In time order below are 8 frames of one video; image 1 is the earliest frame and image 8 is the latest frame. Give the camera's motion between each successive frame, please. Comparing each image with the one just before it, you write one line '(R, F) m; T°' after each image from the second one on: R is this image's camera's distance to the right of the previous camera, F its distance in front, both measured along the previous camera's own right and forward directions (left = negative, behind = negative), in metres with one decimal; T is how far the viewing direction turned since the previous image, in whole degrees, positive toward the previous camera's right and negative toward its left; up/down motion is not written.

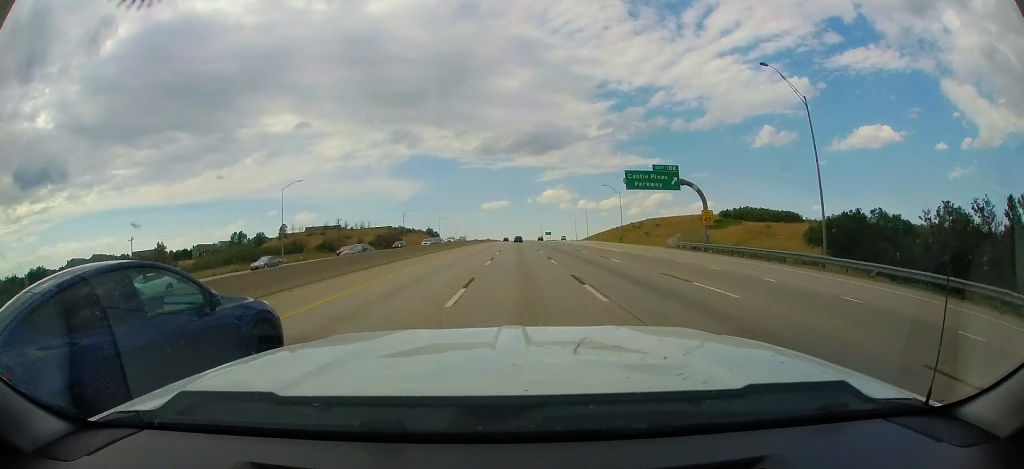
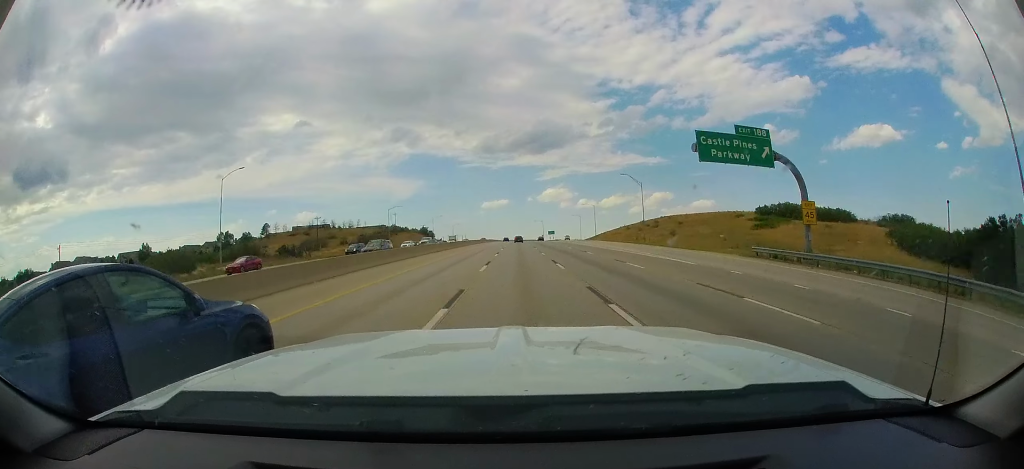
(0.0, +15.7) m; 0°
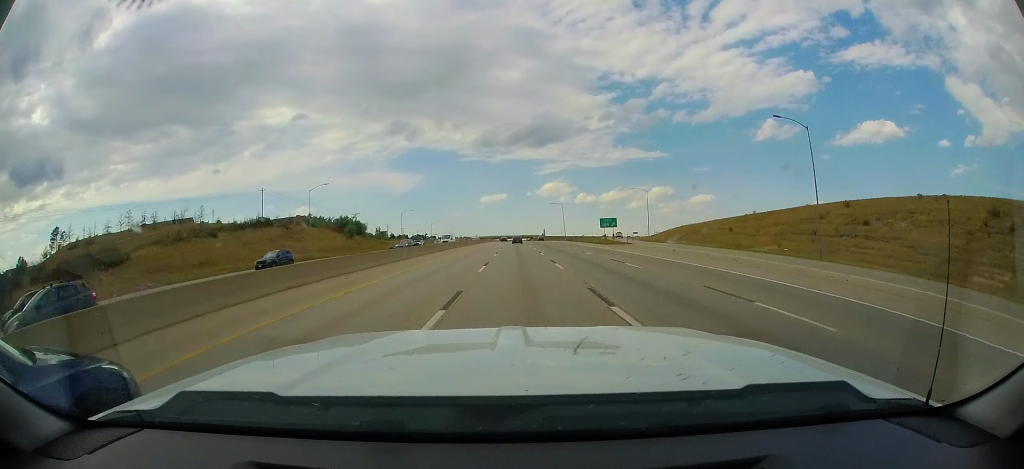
(+1.4, +109.4) m; +1°
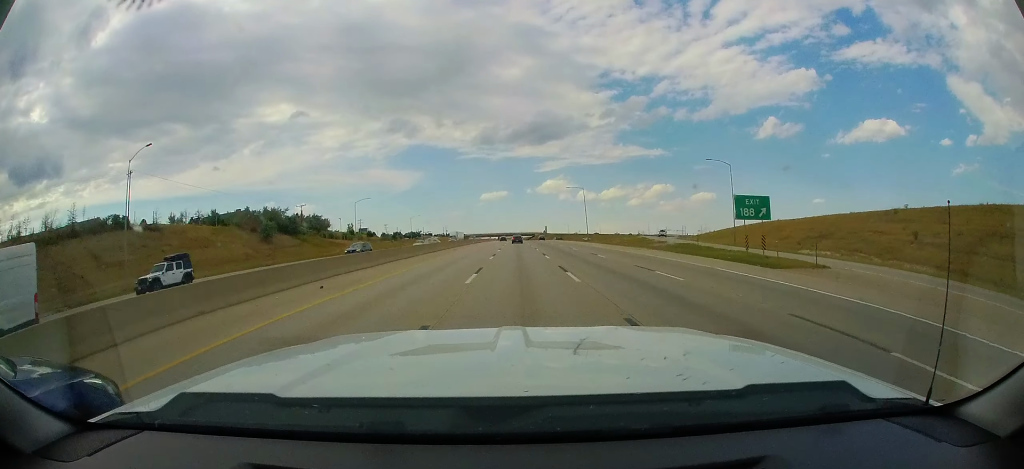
(-0.2, +41.3) m; -1°
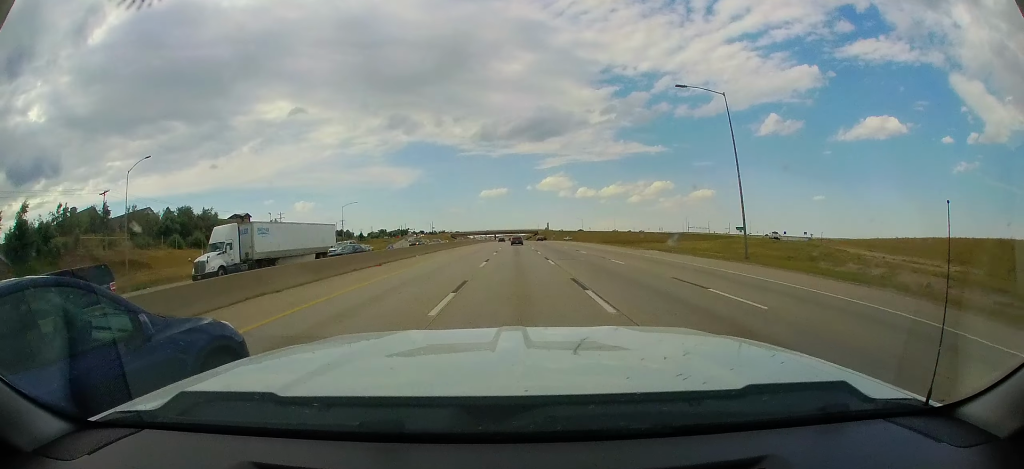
(-0.2, +66.2) m; 0°
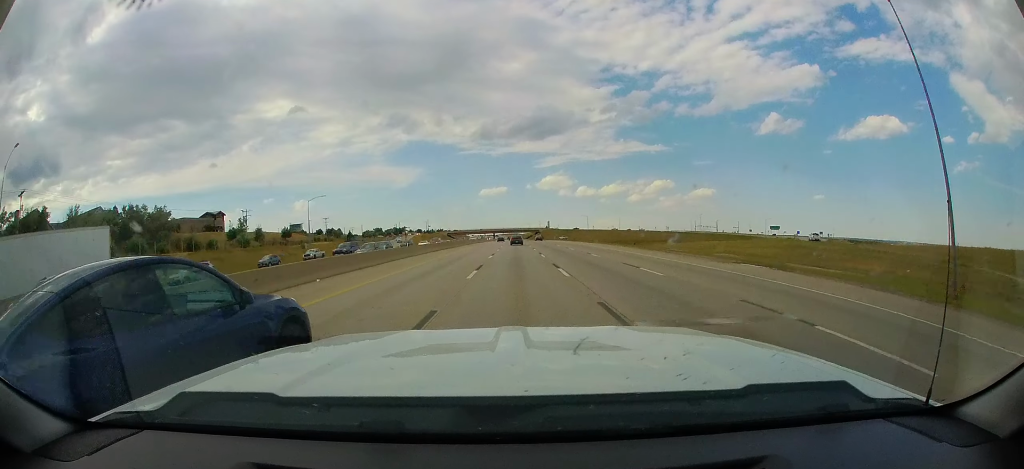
(0.0, +17.6) m; 0°
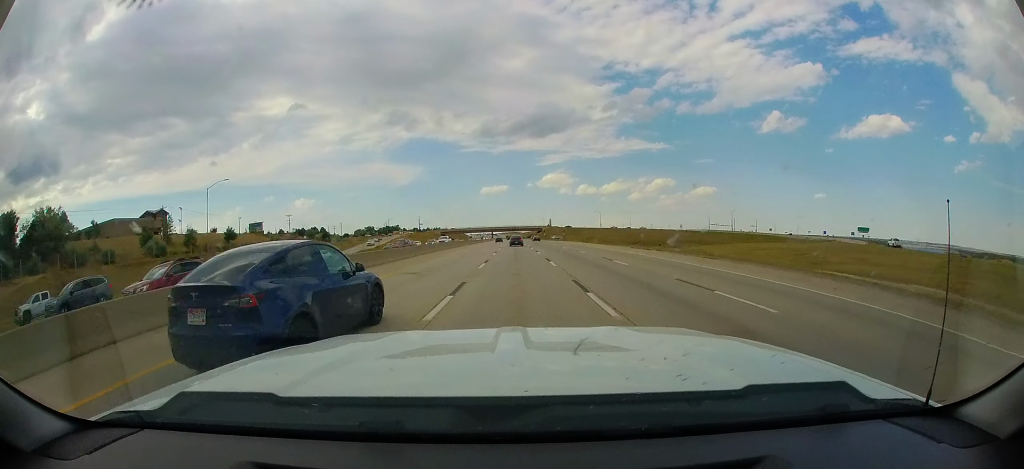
(+0.1, +31.5) m; 0°
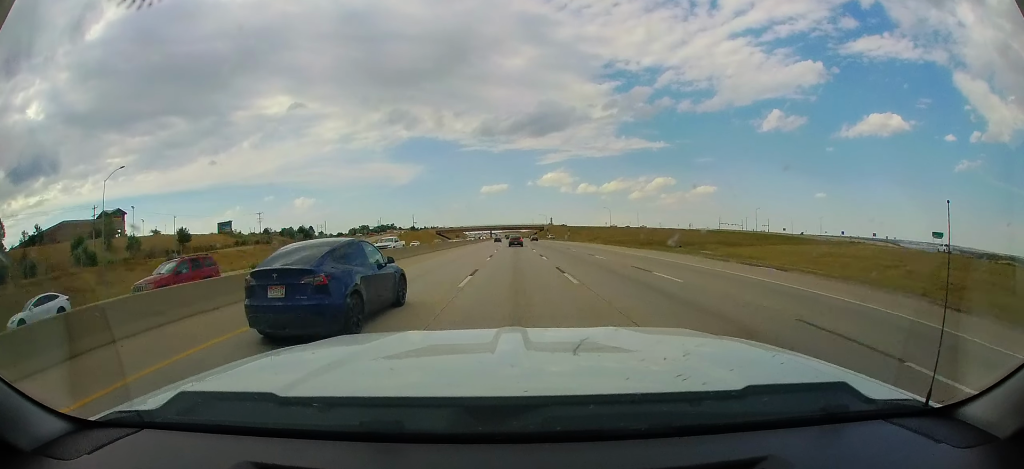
(0.0, +19.2) m; 0°
